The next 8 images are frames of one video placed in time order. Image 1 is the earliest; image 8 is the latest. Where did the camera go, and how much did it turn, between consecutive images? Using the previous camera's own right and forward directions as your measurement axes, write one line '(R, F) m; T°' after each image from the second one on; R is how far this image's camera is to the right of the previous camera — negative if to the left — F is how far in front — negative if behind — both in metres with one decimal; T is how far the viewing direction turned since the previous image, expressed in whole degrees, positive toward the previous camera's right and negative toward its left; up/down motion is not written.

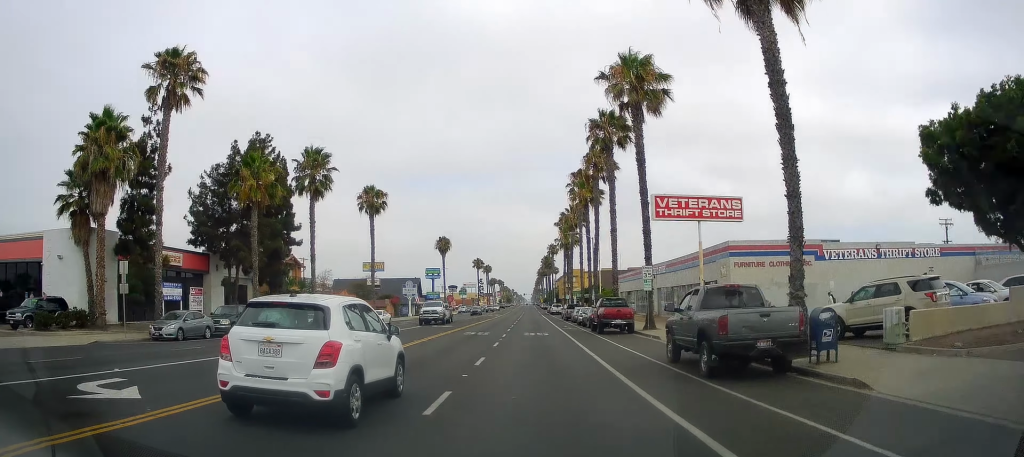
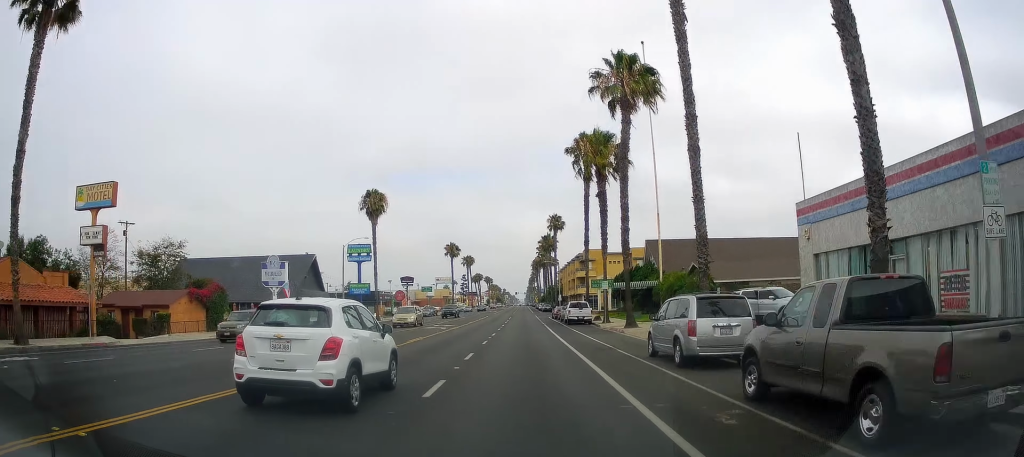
(+0.8, +56.2) m; +1°
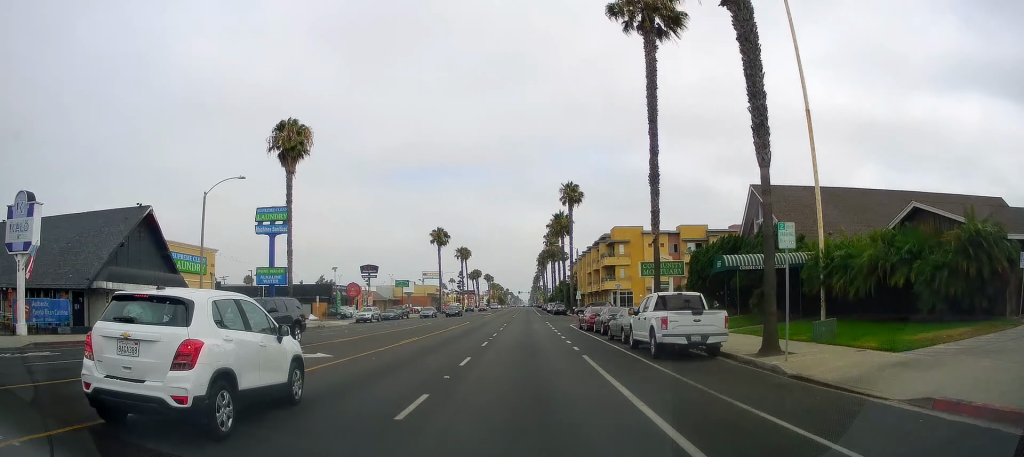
(-0.2, +31.5) m; -1°
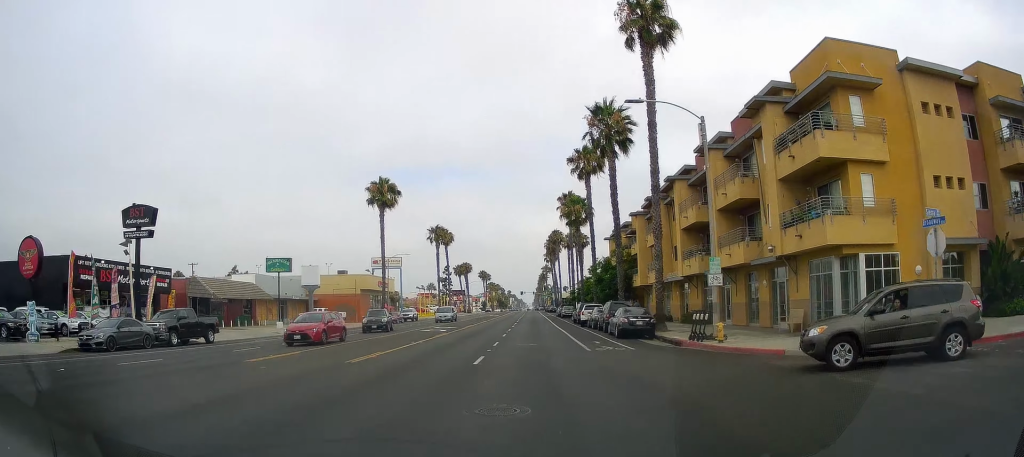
(+0.4, +55.7) m; +1°
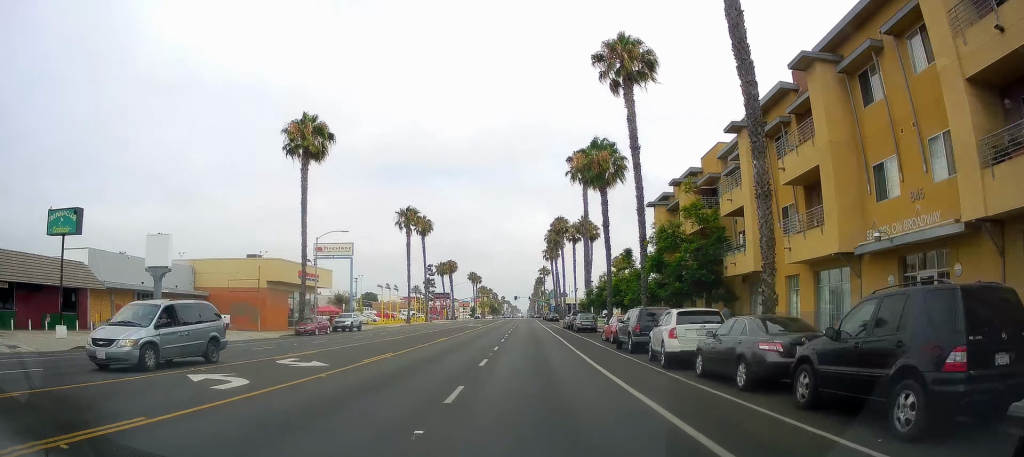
(-0.1, +27.7) m; 0°
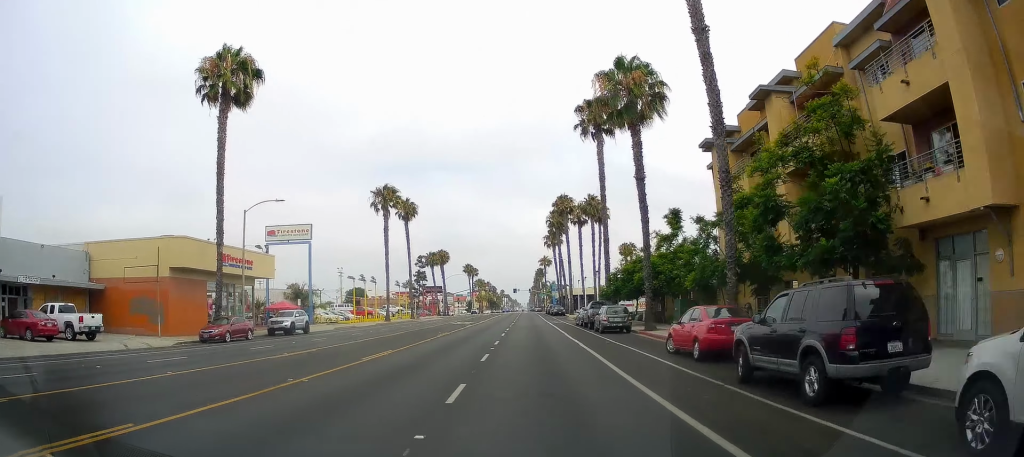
(+0.1, +15.5) m; 0°
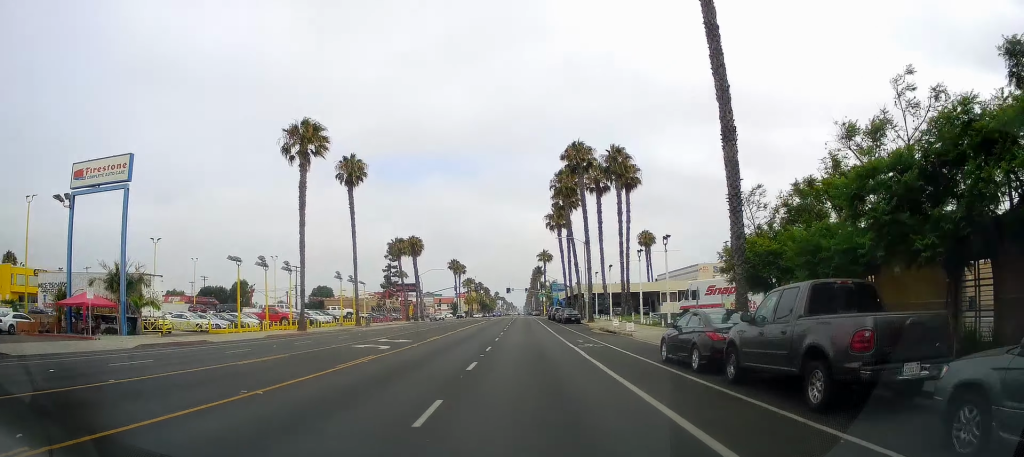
(+0.1, +31.8) m; 0°
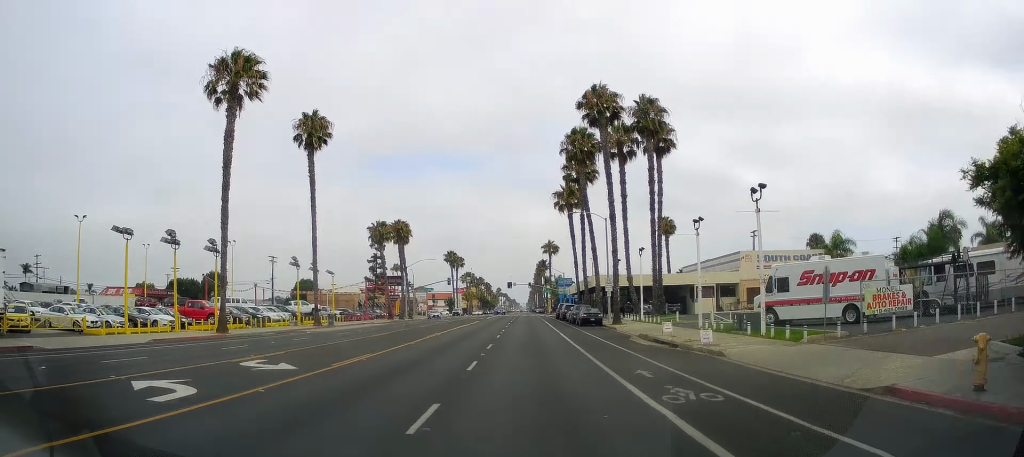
(-0.5, +15.3) m; 0°
